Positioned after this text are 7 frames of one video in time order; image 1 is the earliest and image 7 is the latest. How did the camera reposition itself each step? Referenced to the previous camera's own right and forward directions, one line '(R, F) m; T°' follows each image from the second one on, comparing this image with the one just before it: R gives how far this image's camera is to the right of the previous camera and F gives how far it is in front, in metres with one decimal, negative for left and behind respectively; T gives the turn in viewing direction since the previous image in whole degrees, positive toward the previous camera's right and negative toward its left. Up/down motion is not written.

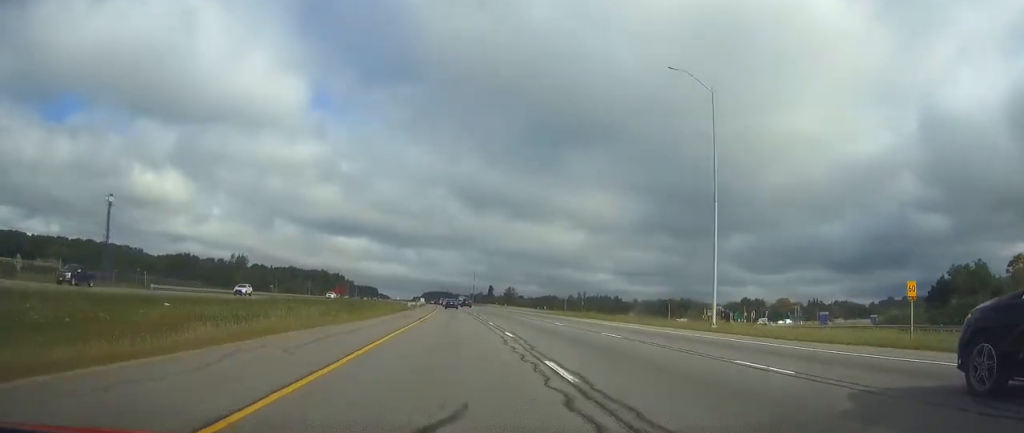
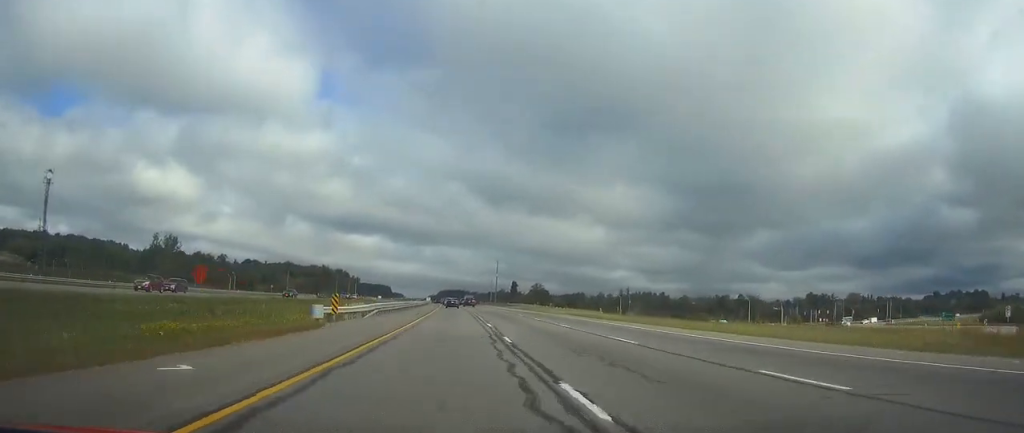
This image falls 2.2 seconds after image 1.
(-1.1, +75.7) m; -2°
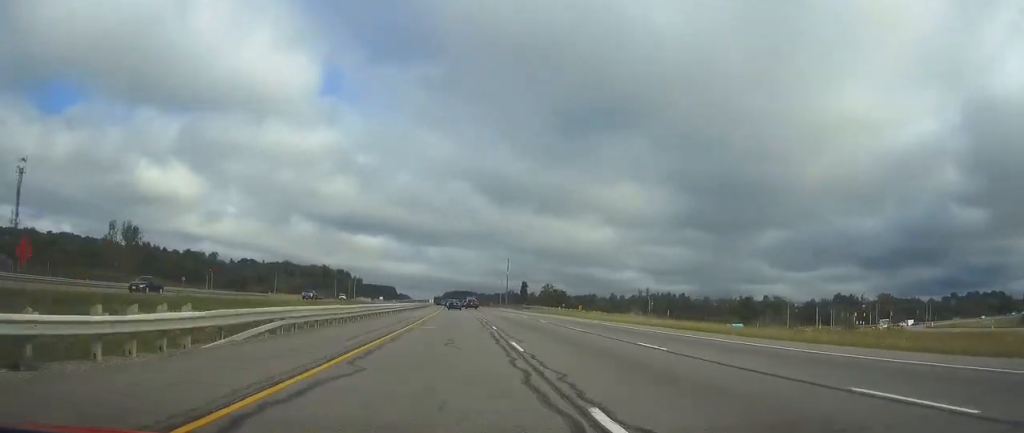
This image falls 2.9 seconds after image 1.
(-0.1, +26.9) m; 0°
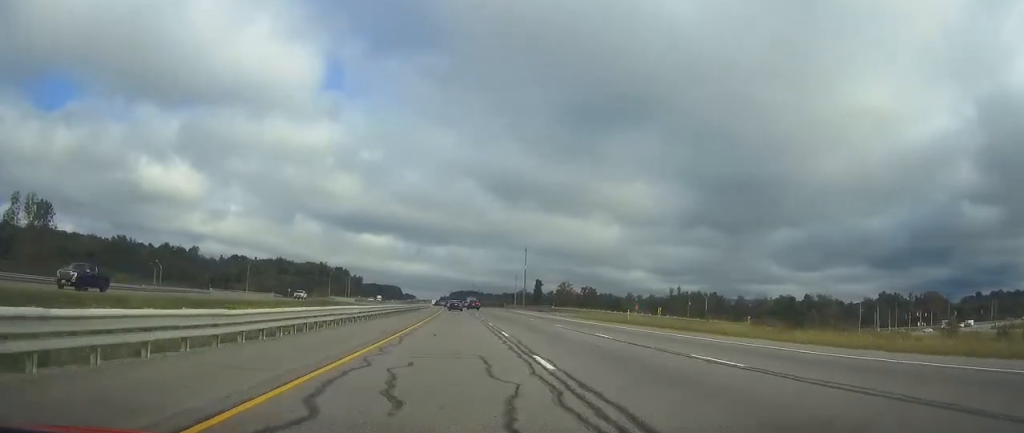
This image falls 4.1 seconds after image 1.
(-0.3, +40.9) m; -1°
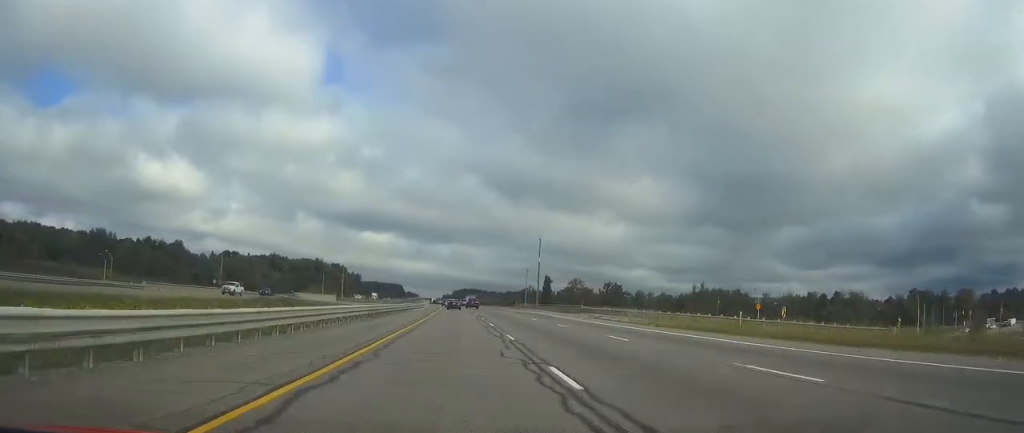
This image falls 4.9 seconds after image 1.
(-0.1, +26.9) m; 0°
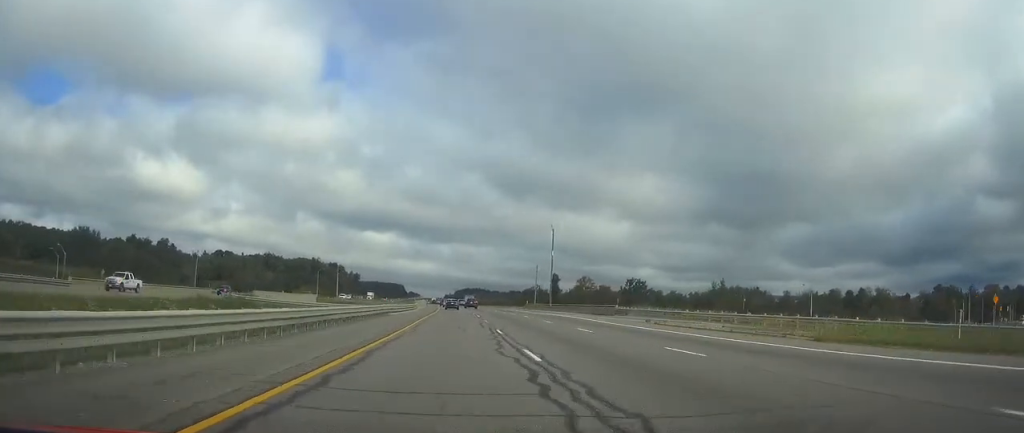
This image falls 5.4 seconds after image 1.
(-0.1, +19.9) m; 0°
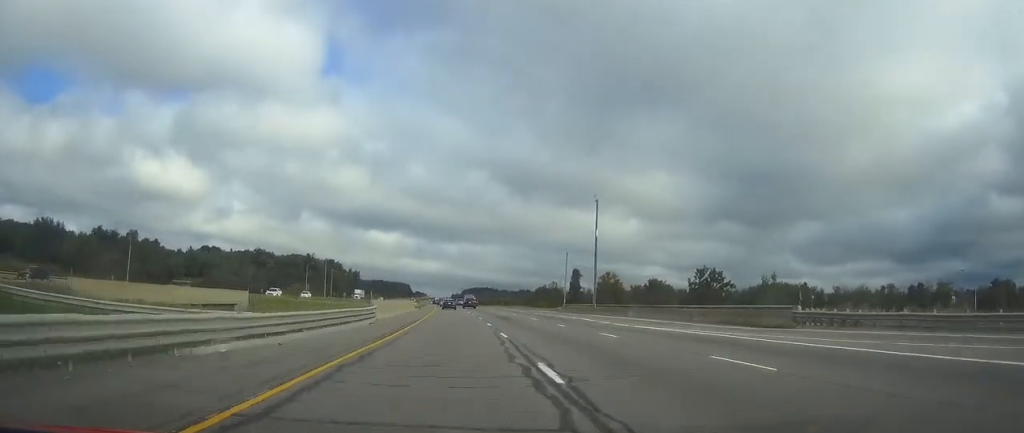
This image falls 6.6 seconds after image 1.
(-0.2, +39.8) m; -1°
